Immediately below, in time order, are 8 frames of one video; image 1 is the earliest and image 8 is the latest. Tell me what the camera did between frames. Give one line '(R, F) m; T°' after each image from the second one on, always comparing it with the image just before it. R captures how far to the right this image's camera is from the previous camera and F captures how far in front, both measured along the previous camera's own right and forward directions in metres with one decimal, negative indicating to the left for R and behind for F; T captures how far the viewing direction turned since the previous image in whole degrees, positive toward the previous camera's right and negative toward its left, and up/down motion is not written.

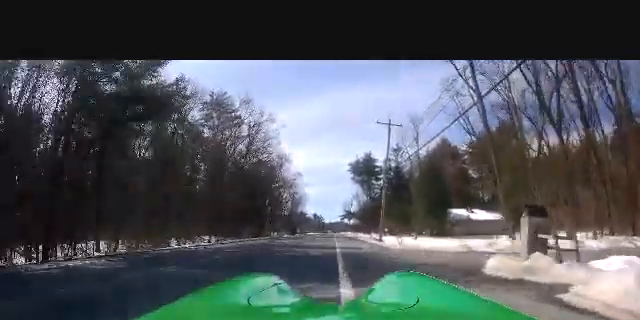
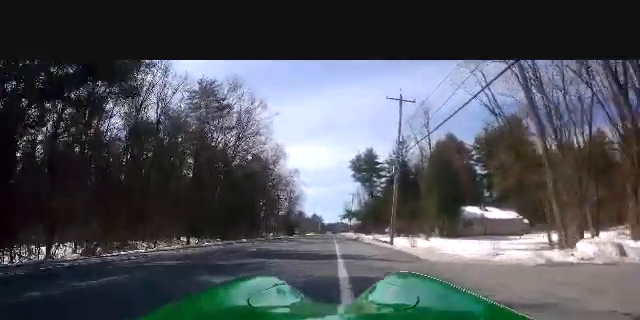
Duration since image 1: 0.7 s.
(0.0, +6.5) m; 0°
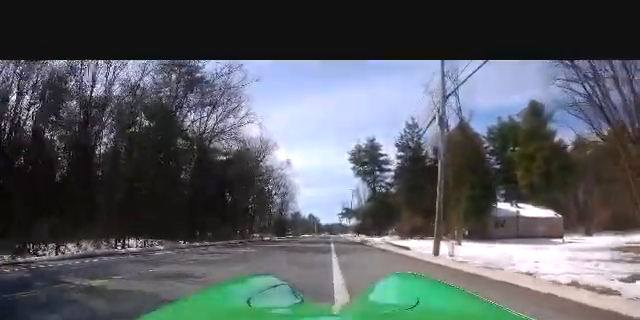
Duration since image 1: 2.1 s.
(0.0, +12.0) m; 0°
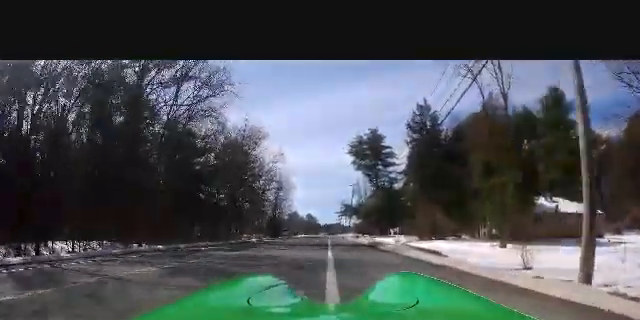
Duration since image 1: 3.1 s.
(0.0, +9.0) m; 0°
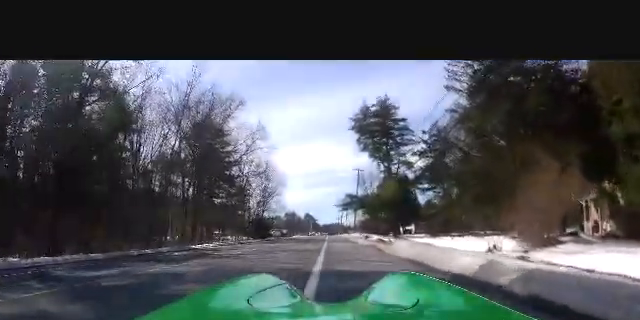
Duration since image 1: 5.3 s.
(0.0, +19.2) m; -1°
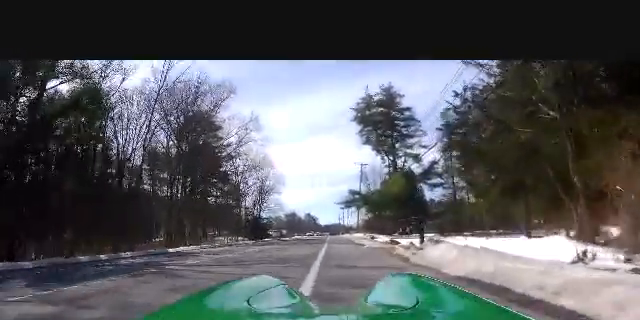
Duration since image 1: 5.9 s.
(0.0, +5.1) m; -1°
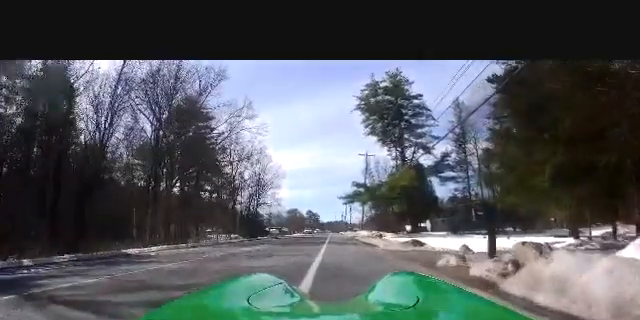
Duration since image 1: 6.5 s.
(-0.1, +5.7) m; -1°
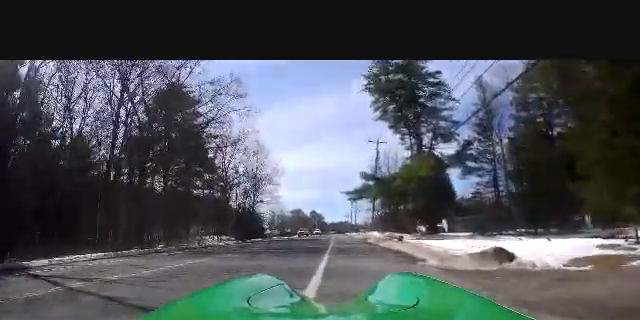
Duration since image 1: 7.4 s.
(0.0, +8.2) m; 0°
